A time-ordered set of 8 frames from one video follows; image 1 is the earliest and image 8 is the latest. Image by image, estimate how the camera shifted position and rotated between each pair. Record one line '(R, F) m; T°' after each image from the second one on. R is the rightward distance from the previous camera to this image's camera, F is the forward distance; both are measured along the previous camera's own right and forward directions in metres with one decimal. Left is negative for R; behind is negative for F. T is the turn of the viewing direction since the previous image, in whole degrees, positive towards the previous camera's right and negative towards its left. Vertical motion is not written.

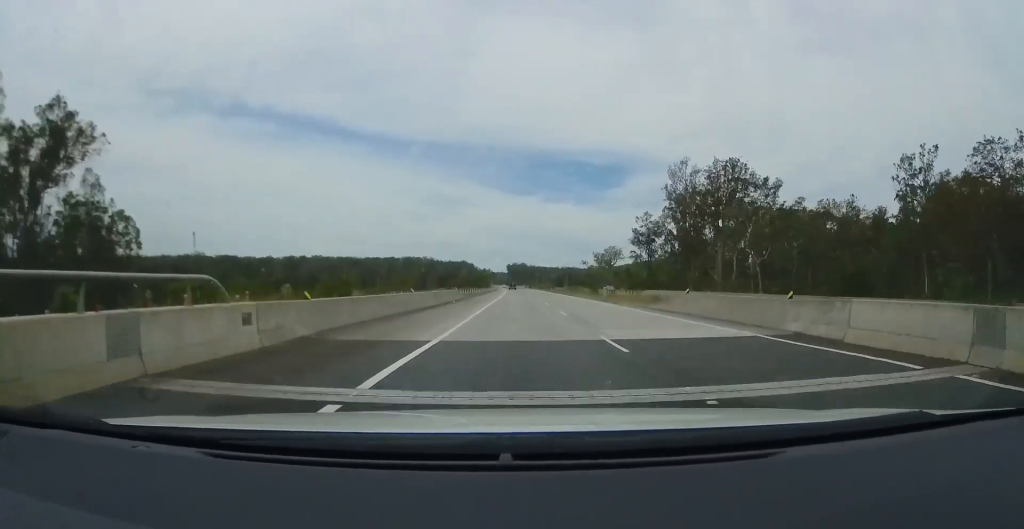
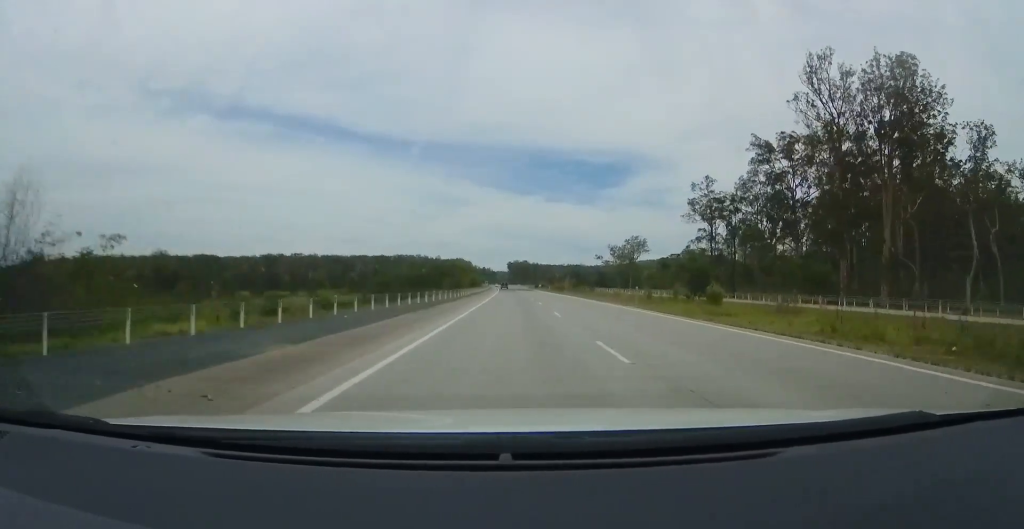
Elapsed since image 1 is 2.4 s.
(-0.5, +73.1) m; 0°
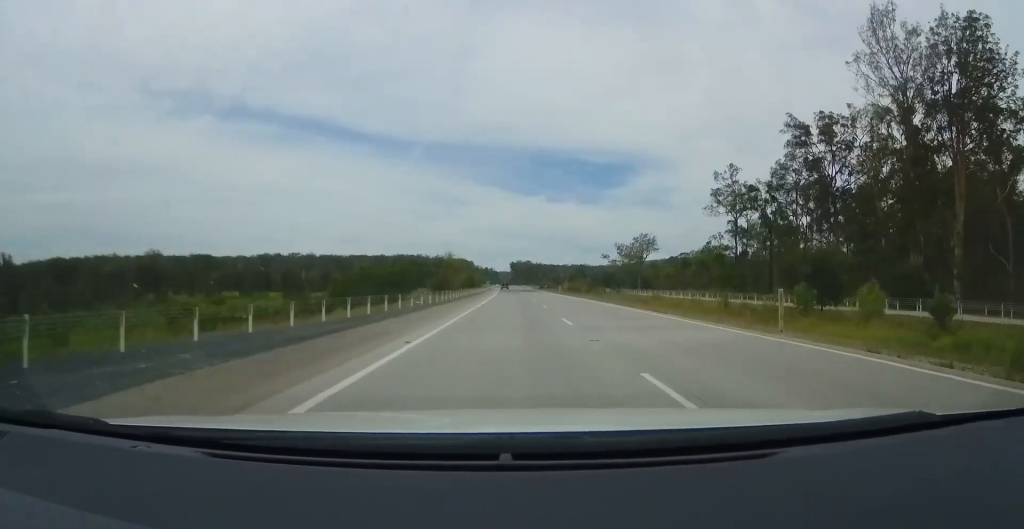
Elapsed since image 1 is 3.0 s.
(+0.1, +15.7) m; 0°
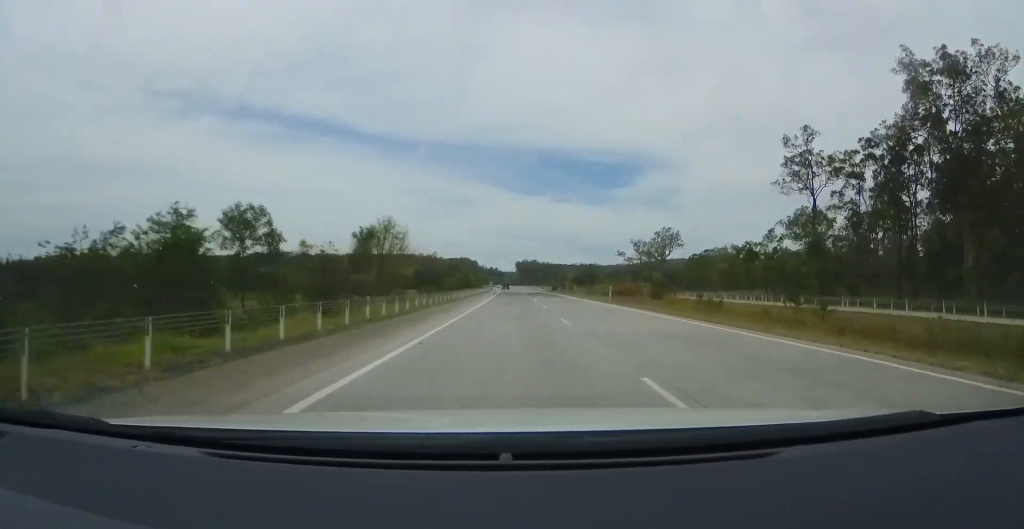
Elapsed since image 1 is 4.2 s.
(-1.0, +36.3) m; -2°
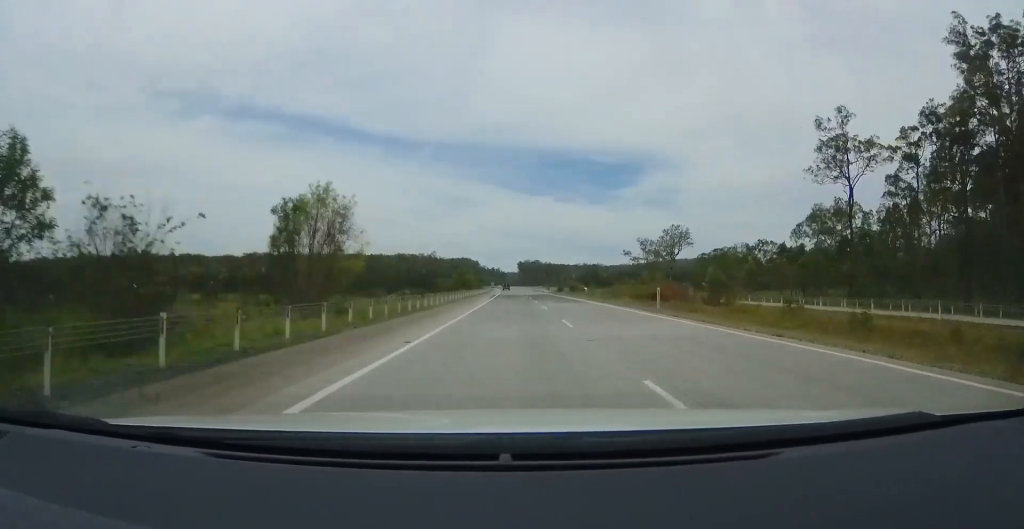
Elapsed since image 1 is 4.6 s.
(-0.4, +12.1) m; 0°
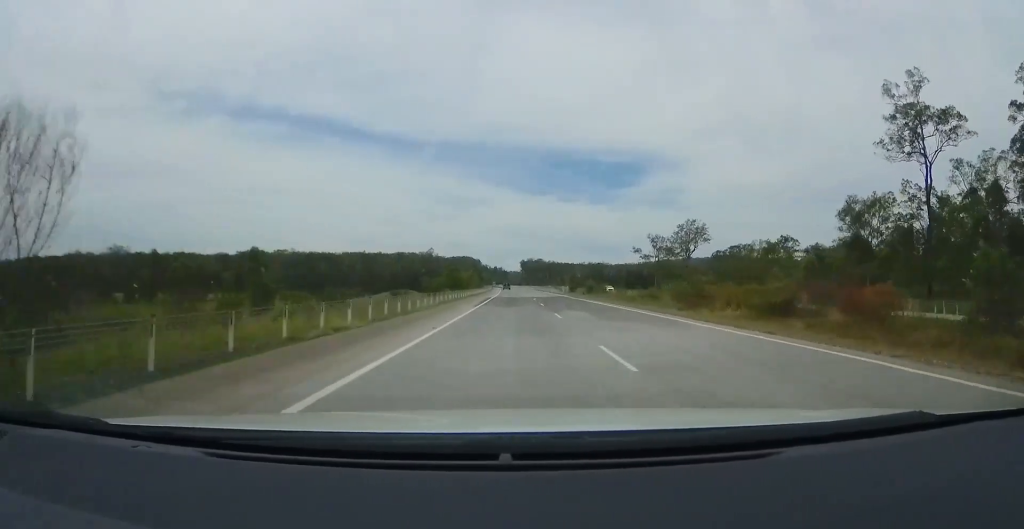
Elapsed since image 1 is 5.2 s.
(+0.2, +20.5) m; 0°
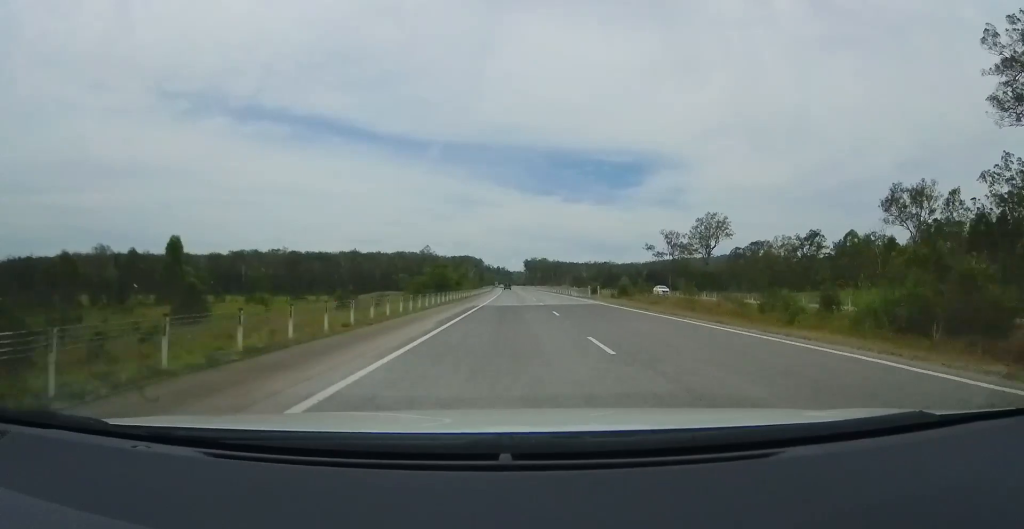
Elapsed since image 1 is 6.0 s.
(+0.4, +21.7) m; 0°
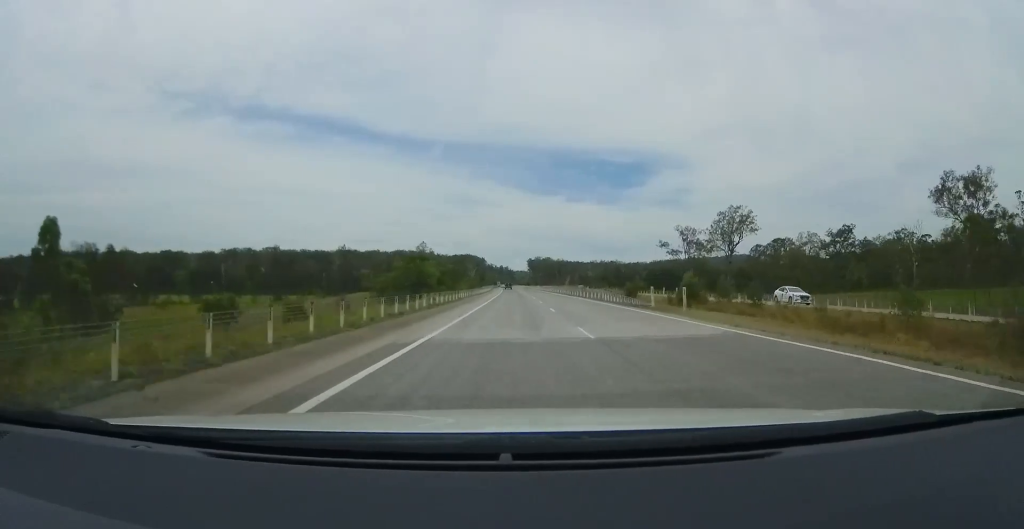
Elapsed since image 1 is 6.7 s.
(-0.5, +21.6) m; -1°
